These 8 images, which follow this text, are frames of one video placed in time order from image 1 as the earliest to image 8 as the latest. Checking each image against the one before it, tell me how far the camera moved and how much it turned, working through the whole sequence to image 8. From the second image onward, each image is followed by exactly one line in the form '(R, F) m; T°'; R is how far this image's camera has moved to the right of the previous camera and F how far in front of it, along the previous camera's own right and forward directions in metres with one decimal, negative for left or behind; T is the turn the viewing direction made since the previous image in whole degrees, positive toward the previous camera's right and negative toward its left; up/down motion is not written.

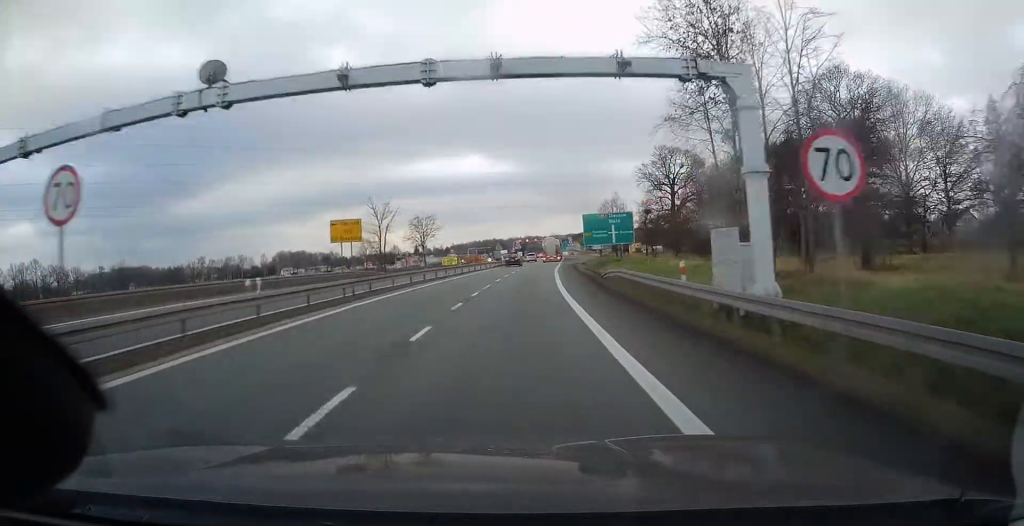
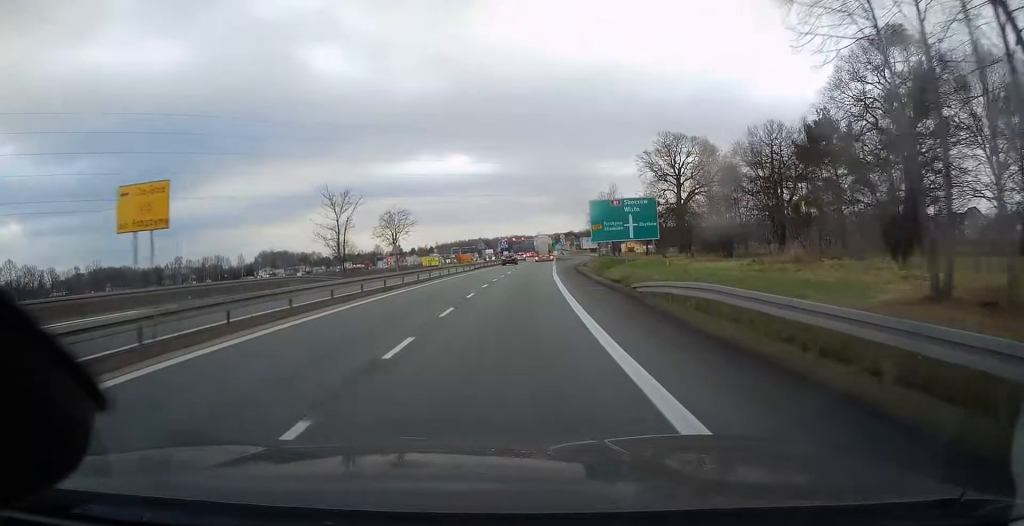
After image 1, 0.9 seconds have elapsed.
(0.0, +13.4) m; +1°
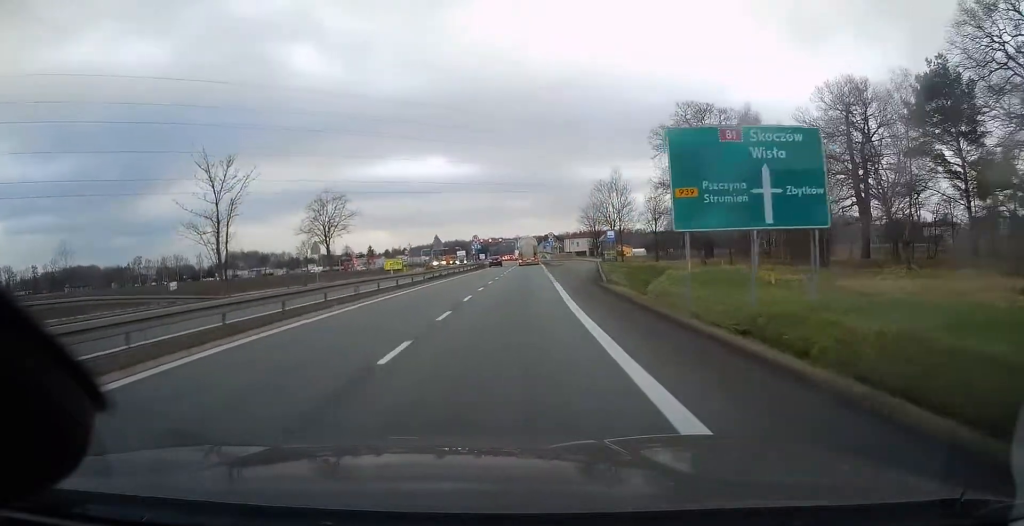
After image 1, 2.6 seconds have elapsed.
(+0.5, +24.1) m; +2°
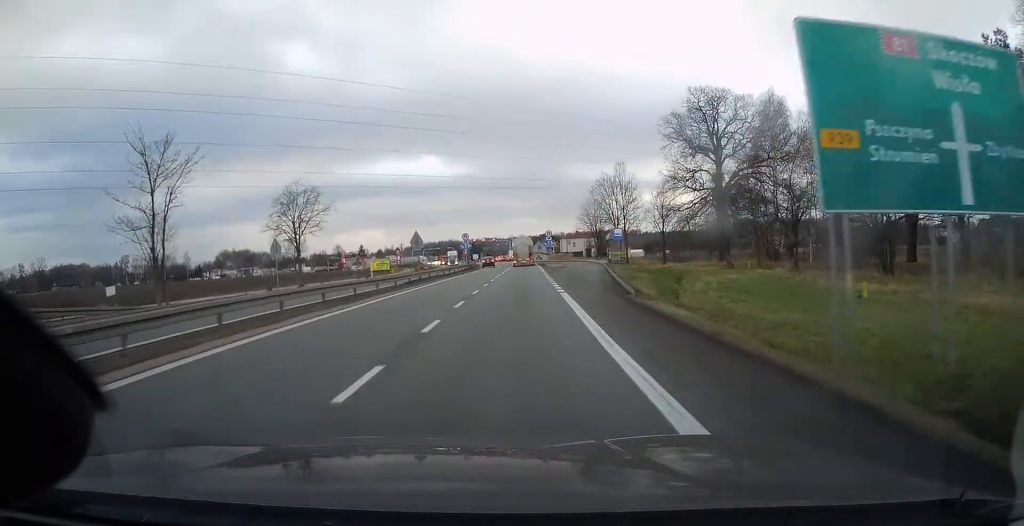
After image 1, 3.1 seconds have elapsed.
(0.0, +8.1) m; 0°
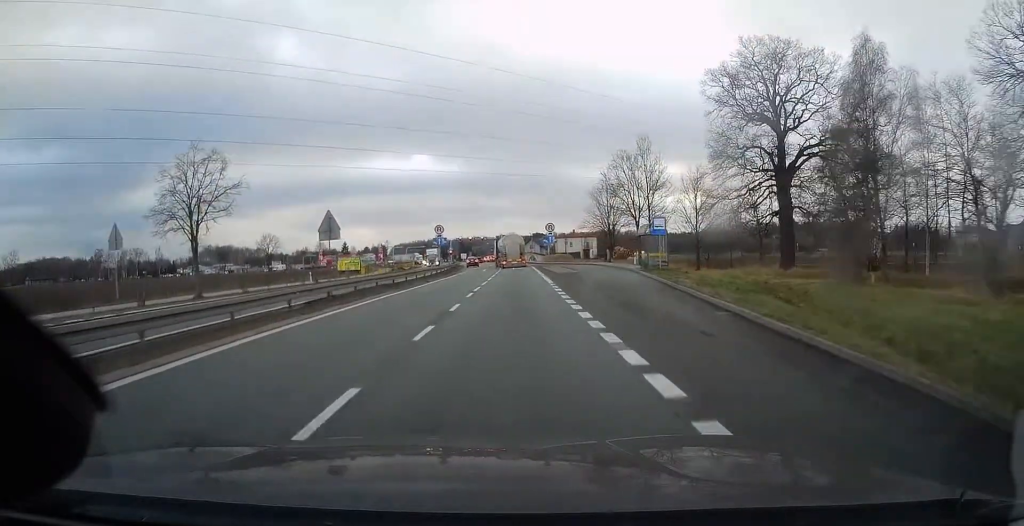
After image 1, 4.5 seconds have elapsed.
(+0.2, +19.6) m; +1°
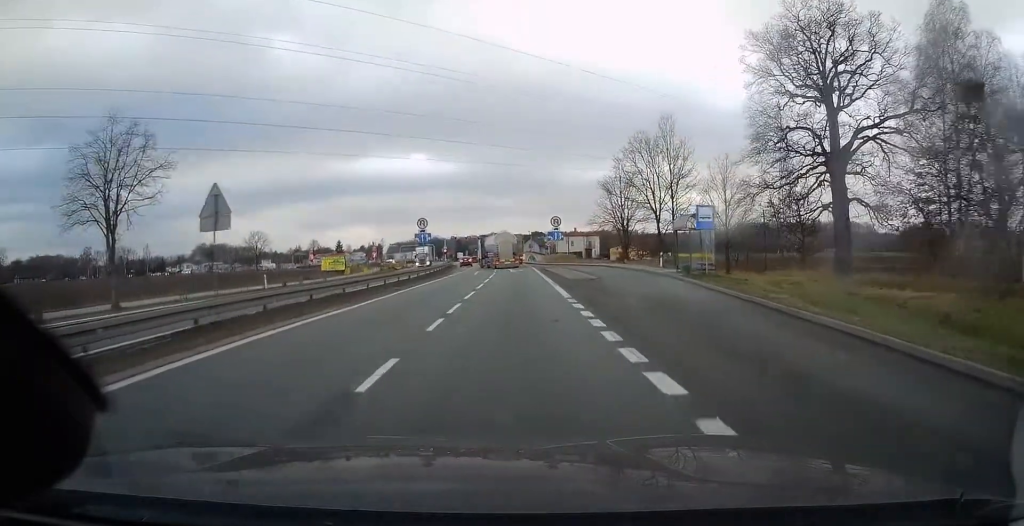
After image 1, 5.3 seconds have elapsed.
(0.0, +10.0) m; 0°
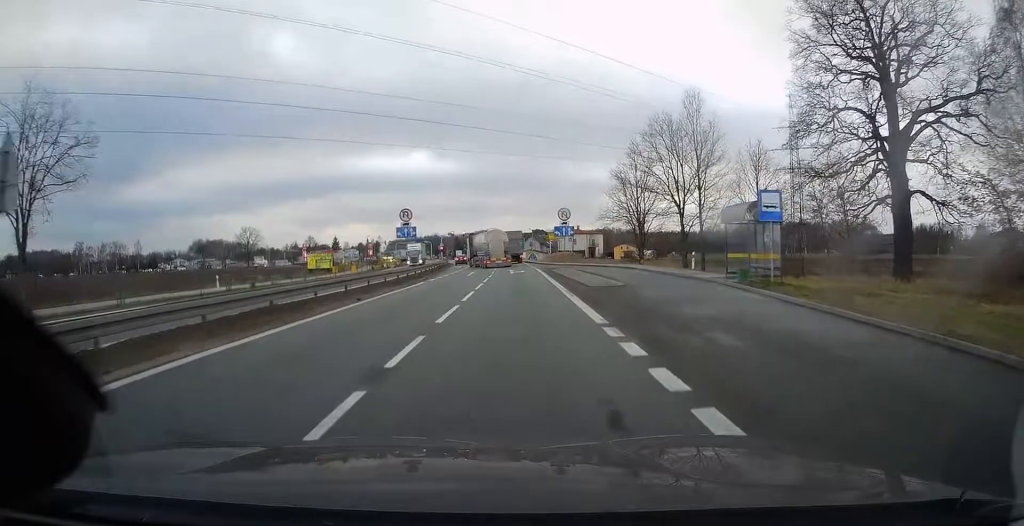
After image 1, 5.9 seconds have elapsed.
(0.0, +8.0) m; -1°
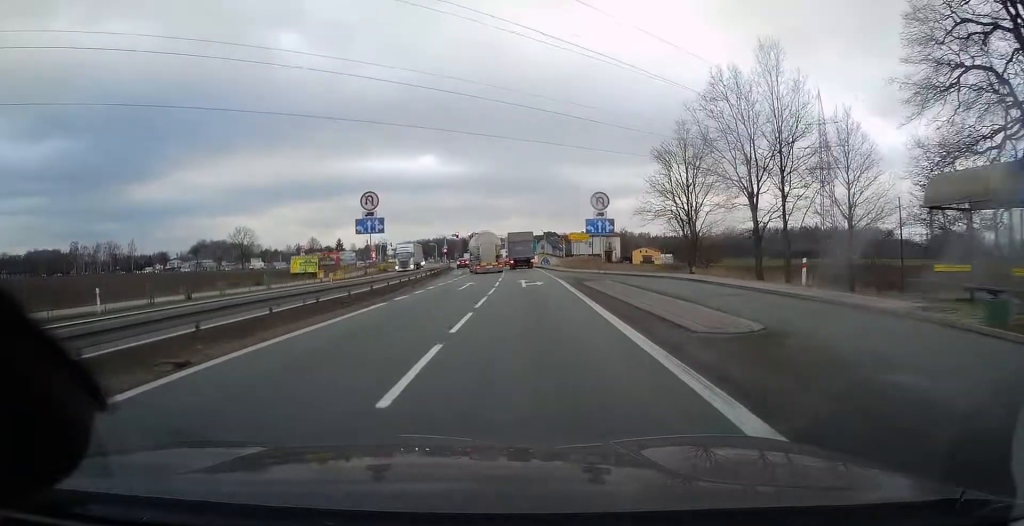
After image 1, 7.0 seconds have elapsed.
(-0.1, +13.2) m; -1°
